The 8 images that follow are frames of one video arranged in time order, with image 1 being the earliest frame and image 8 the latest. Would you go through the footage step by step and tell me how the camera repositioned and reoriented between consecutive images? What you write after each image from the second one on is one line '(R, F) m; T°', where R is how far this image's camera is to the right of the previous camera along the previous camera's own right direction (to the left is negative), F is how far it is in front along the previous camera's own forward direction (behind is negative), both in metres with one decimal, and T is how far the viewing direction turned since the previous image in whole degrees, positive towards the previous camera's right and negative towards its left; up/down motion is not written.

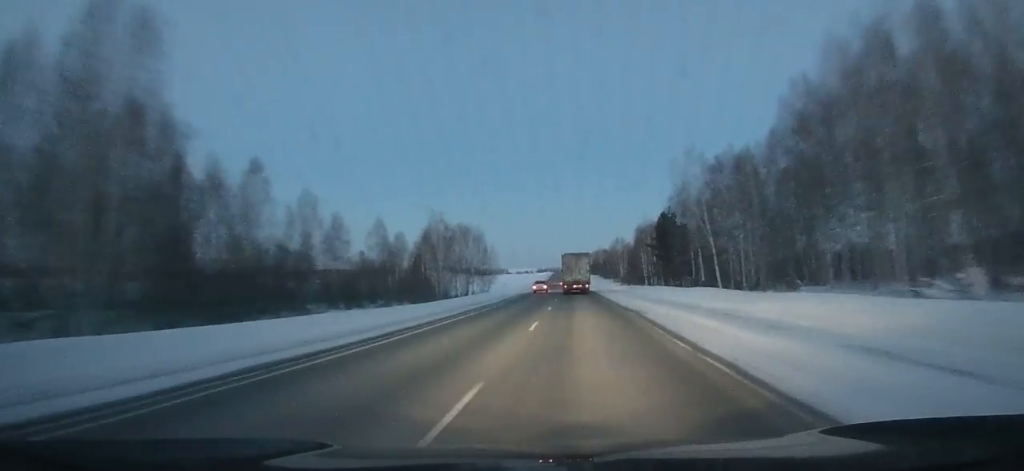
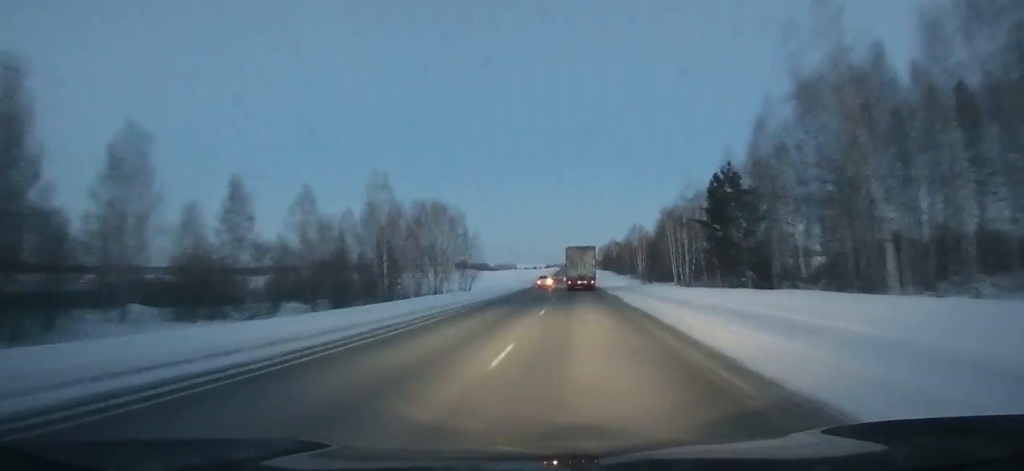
(-0.2, +32.3) m; -1°
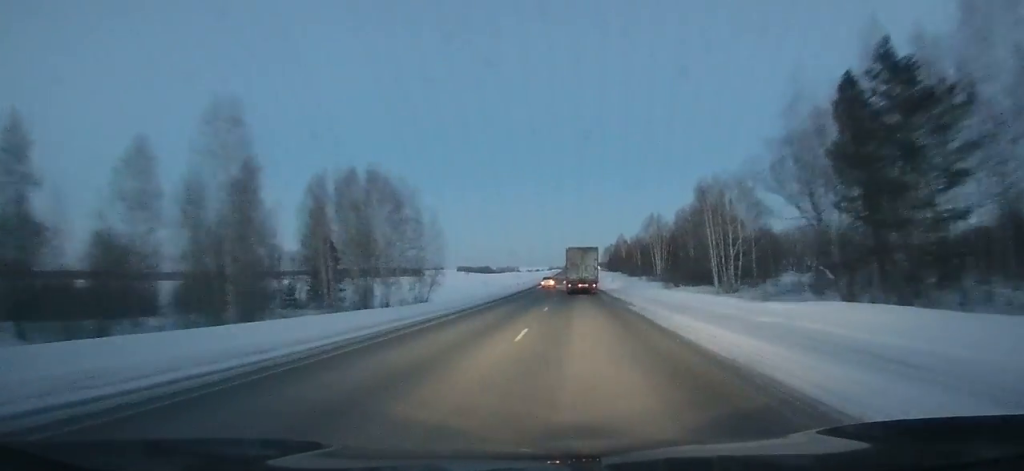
(-0.5, +31.7) m; 0°
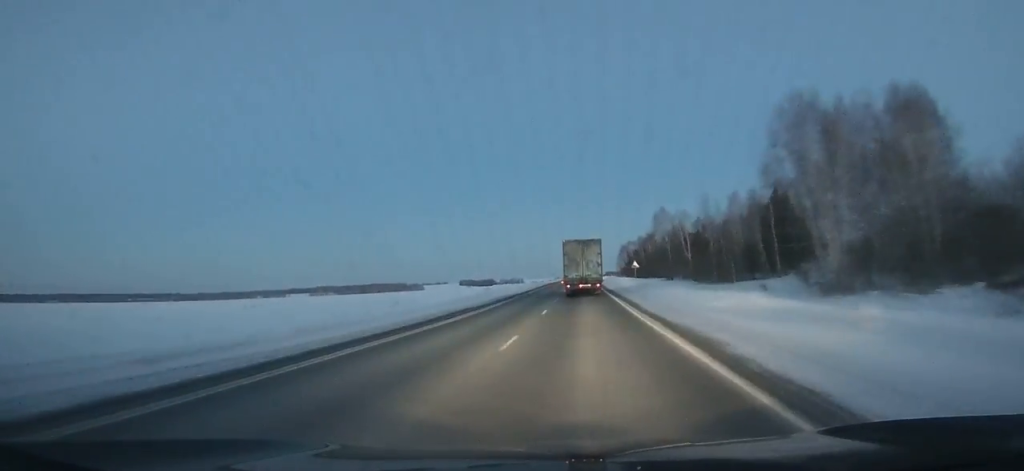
(-0.7, +87.7) m; 0°
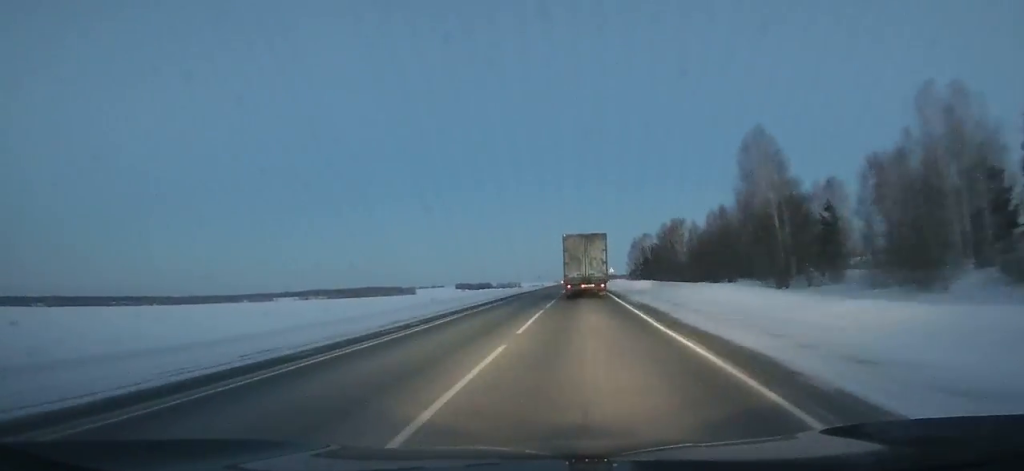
(0.0, +59.3) m; 0°
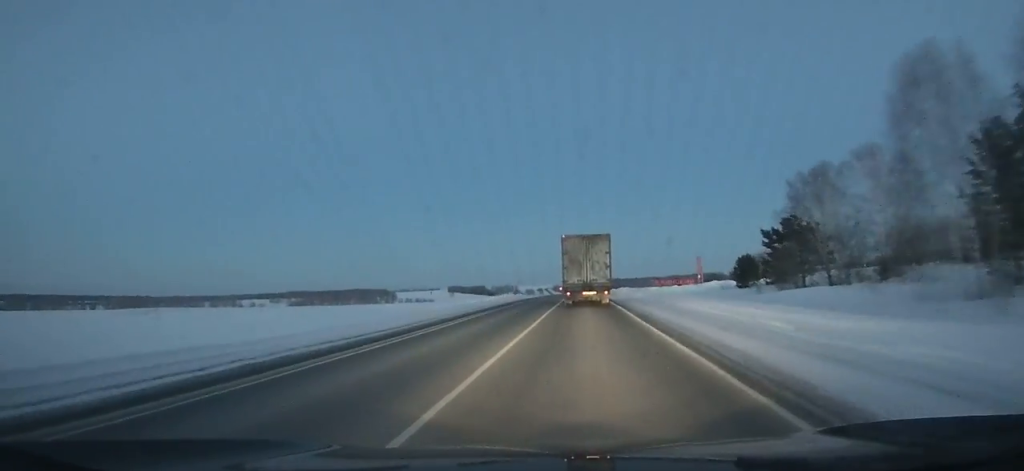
(-1.8, +171.3) m; -1°
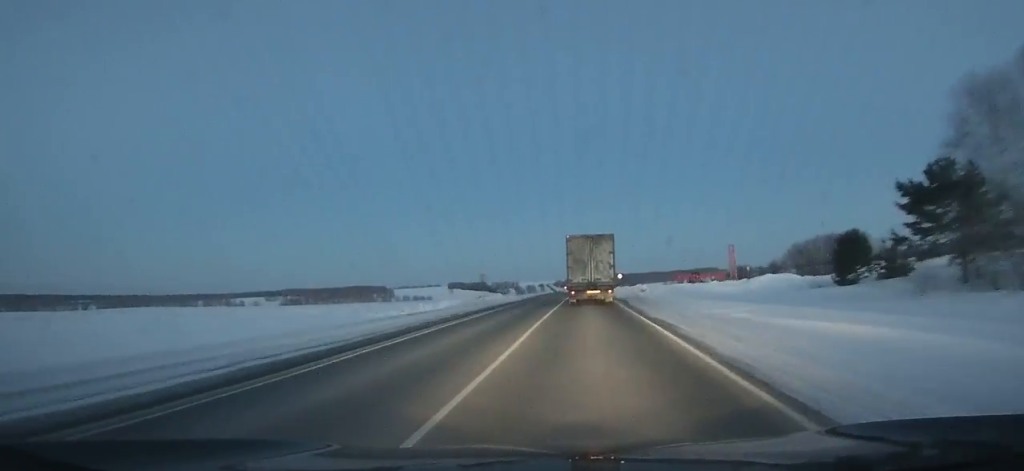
(+0.1, +33.4) m; 0°
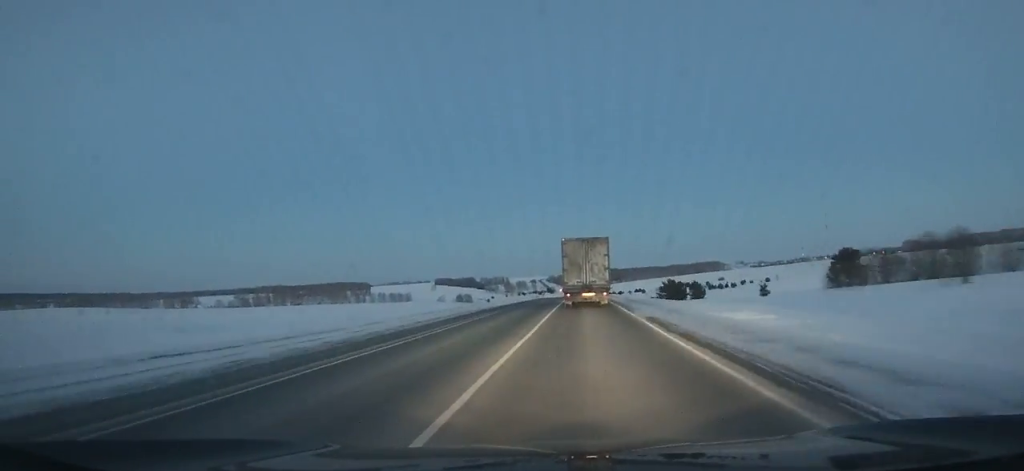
(+0.5, +111.3) m; +1°
